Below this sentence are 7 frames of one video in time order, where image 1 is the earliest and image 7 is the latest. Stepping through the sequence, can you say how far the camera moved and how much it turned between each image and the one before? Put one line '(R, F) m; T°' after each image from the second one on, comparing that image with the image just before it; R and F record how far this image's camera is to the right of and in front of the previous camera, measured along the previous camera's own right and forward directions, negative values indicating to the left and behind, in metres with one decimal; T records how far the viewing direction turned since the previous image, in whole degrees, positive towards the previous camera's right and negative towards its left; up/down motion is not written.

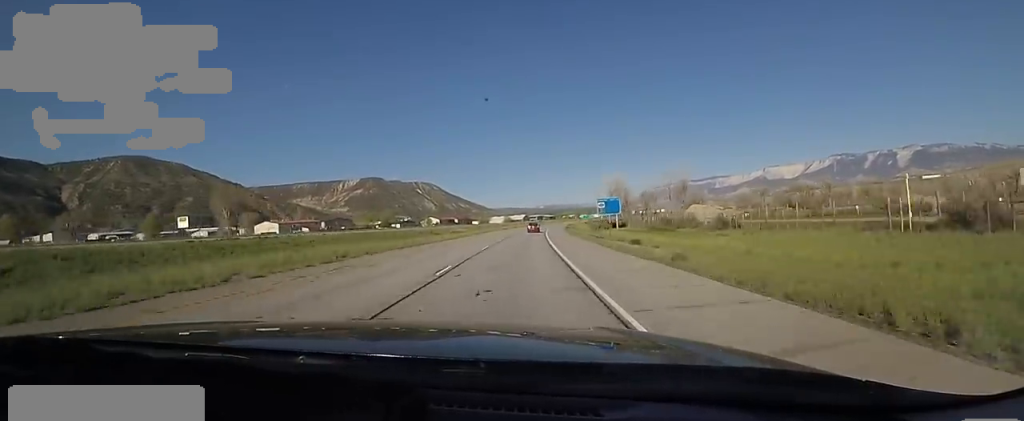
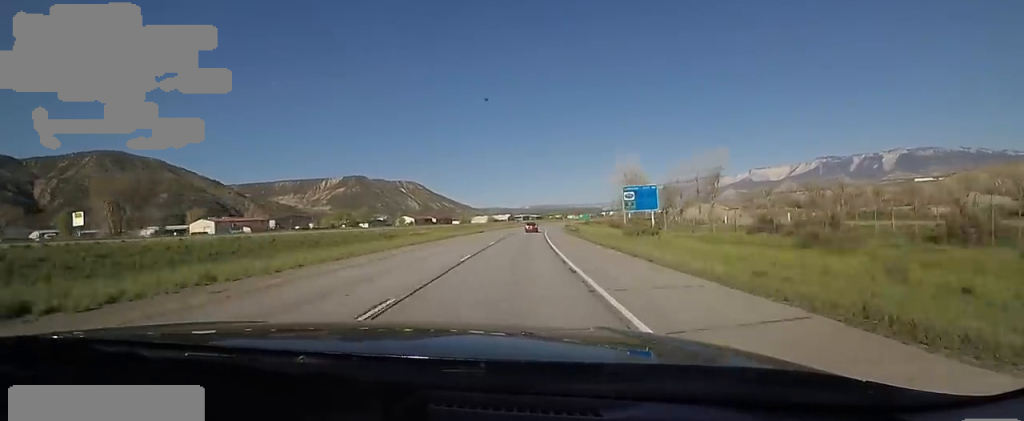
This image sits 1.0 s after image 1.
(+0.3, +32.8) m; +2°
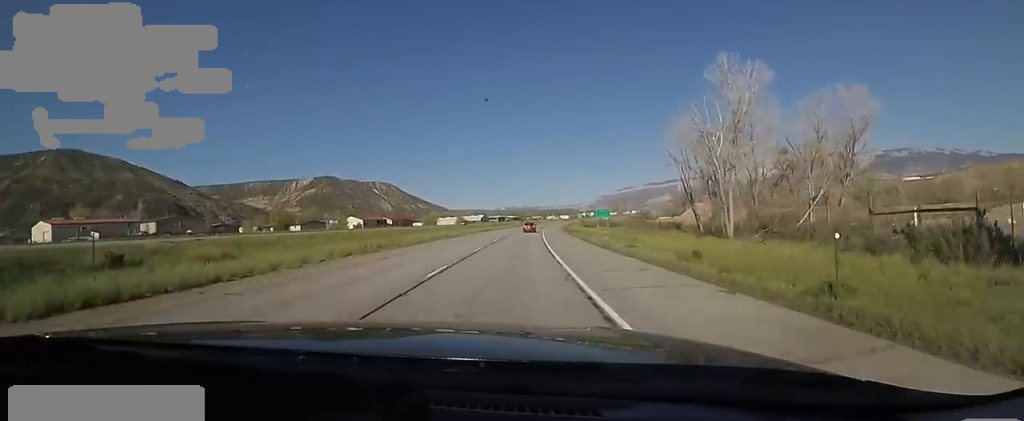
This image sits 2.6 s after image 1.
(+2.1, +53.7) m; +4°
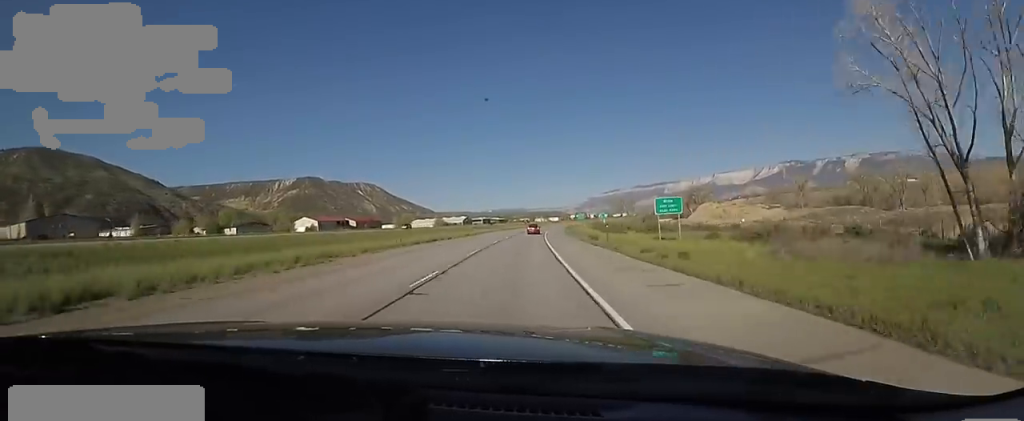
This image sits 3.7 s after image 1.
(+1.0, +37.8) m; +1°
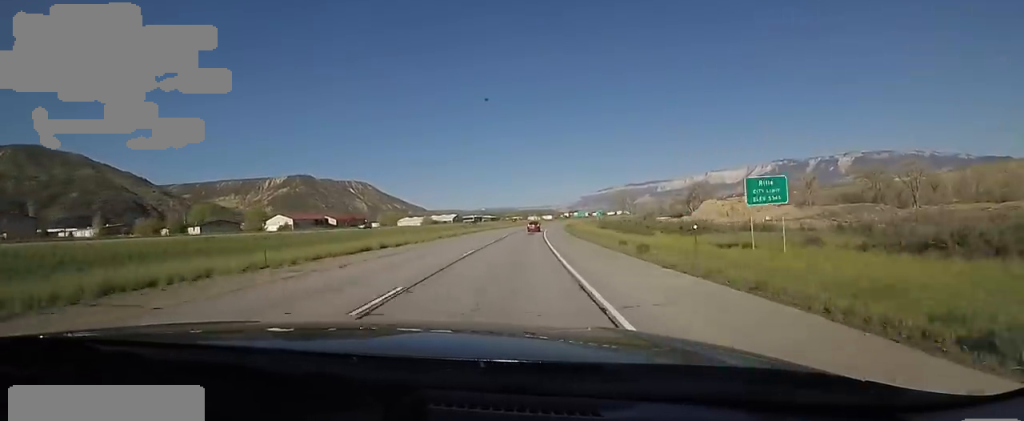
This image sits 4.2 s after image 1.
(+0.3, +15.6) m; 0°
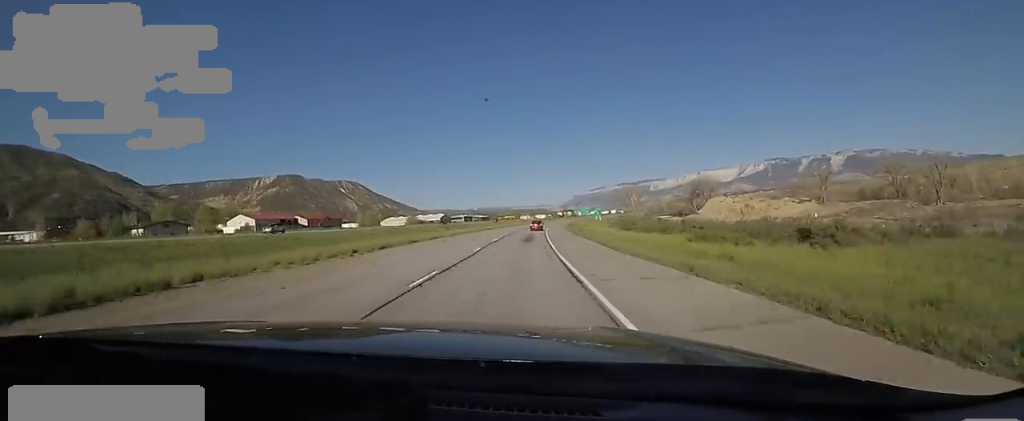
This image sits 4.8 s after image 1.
(-0.8, +21.3) m; 0°
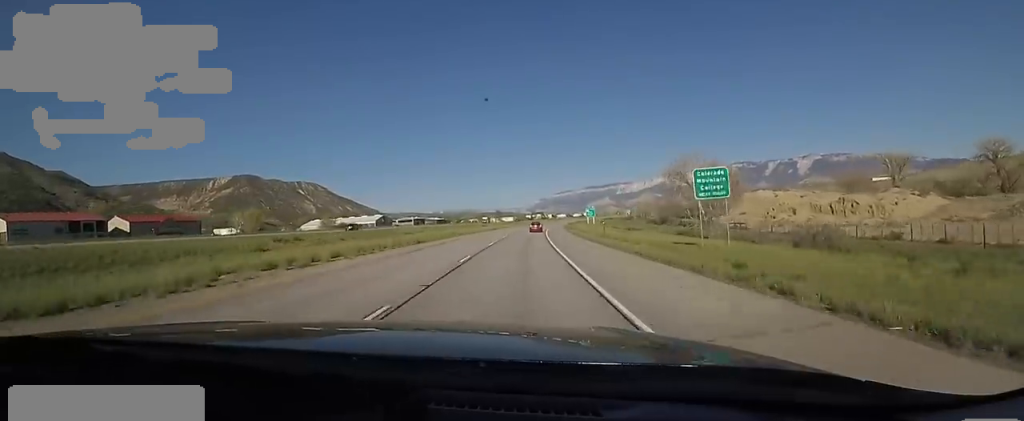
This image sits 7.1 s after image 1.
(+2.8, +77.5) m; +5°
